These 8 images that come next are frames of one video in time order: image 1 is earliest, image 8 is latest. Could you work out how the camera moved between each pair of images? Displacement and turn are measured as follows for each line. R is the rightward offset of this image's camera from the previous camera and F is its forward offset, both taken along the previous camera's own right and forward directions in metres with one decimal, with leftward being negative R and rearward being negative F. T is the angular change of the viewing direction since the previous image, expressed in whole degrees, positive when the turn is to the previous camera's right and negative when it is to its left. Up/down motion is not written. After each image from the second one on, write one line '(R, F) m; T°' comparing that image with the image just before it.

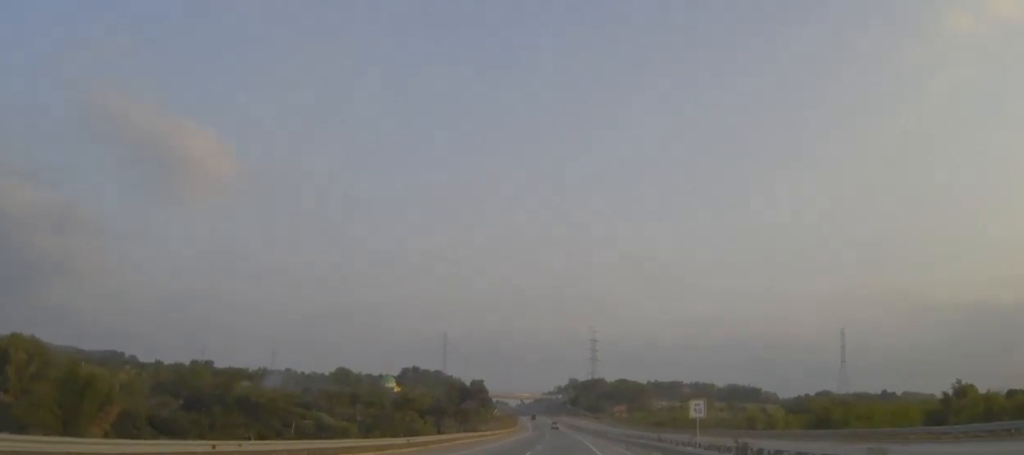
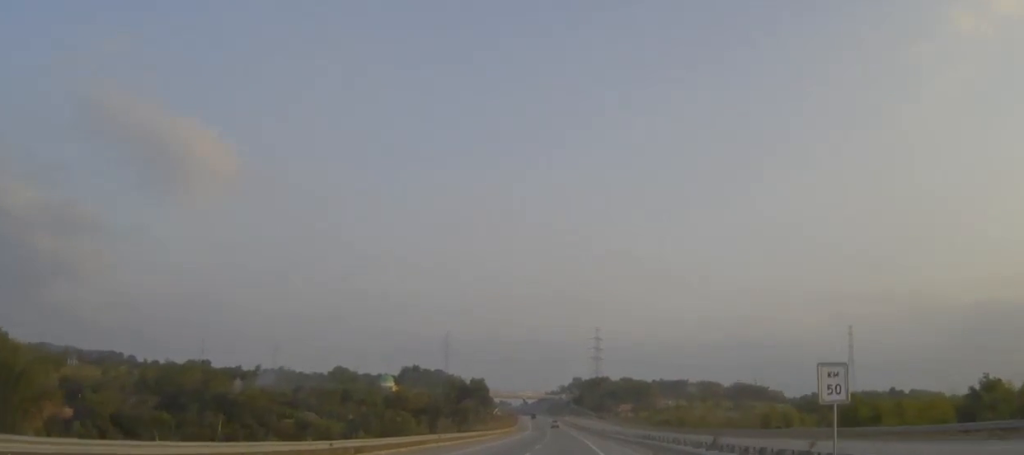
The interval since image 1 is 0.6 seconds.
(0.0, +14.3) m; 0°
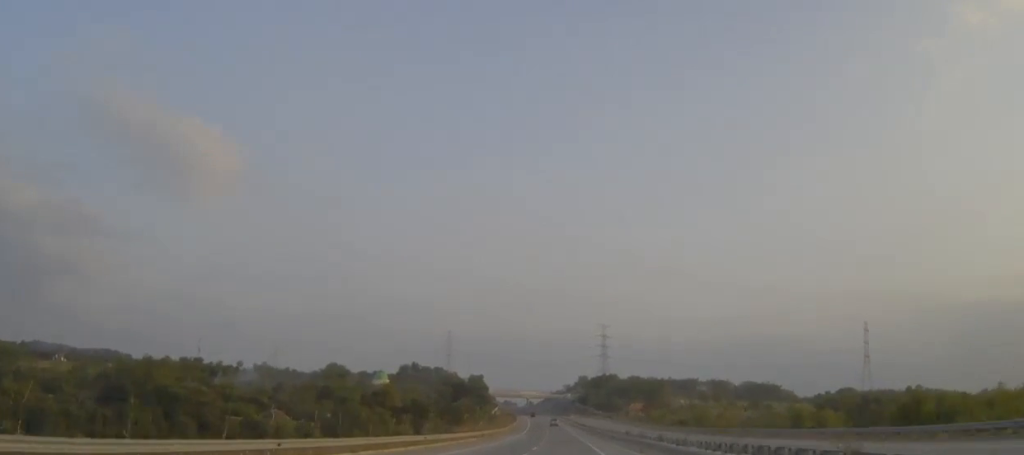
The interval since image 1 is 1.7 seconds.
(-0.2, +29.6) m; 0°
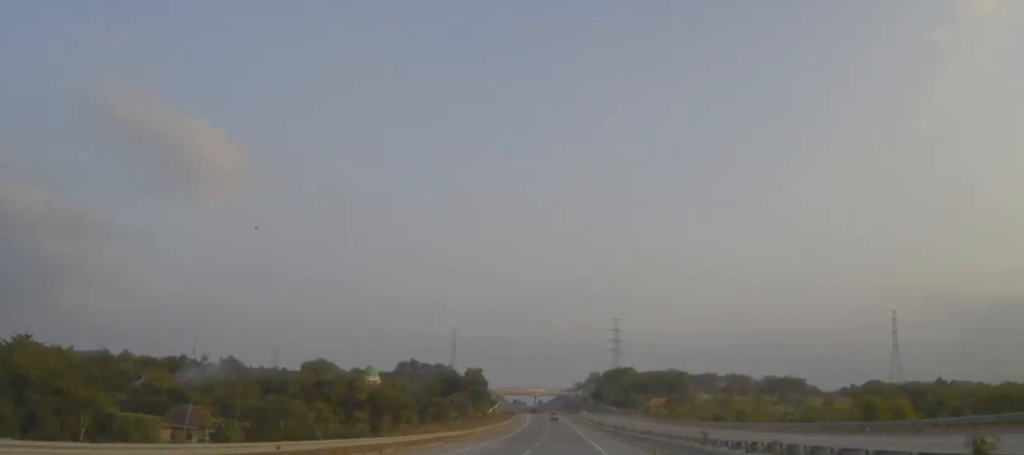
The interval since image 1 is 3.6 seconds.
(-0.3, +49.1) m; -1°
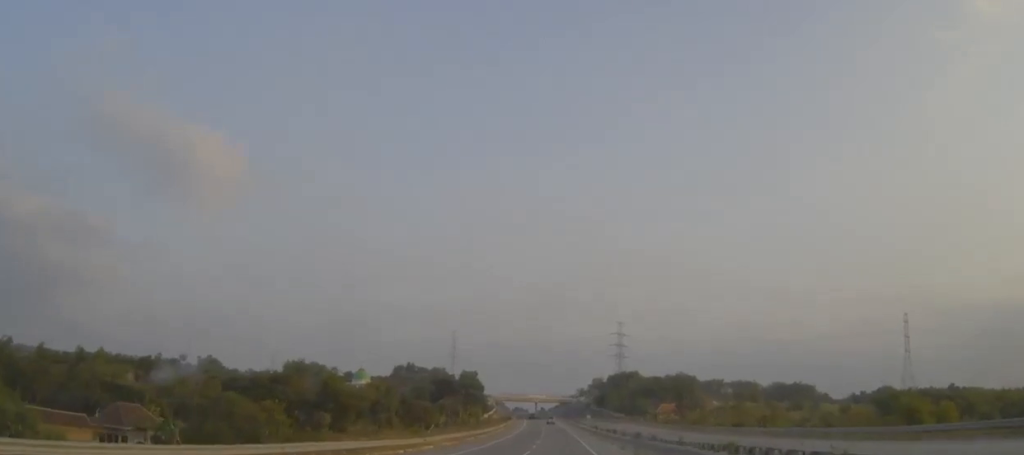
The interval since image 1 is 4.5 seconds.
(0.0, +22.8) m; 0°
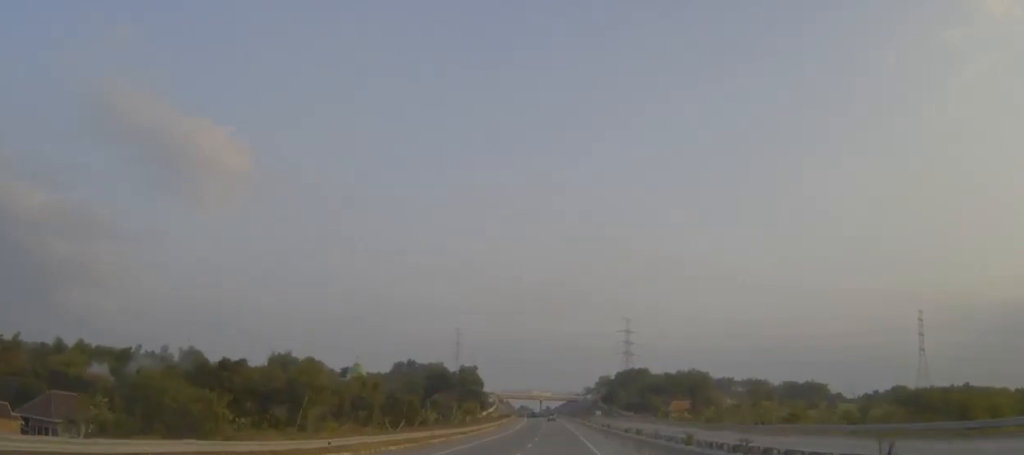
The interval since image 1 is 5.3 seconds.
(-0.2, +20.1) m; -1°
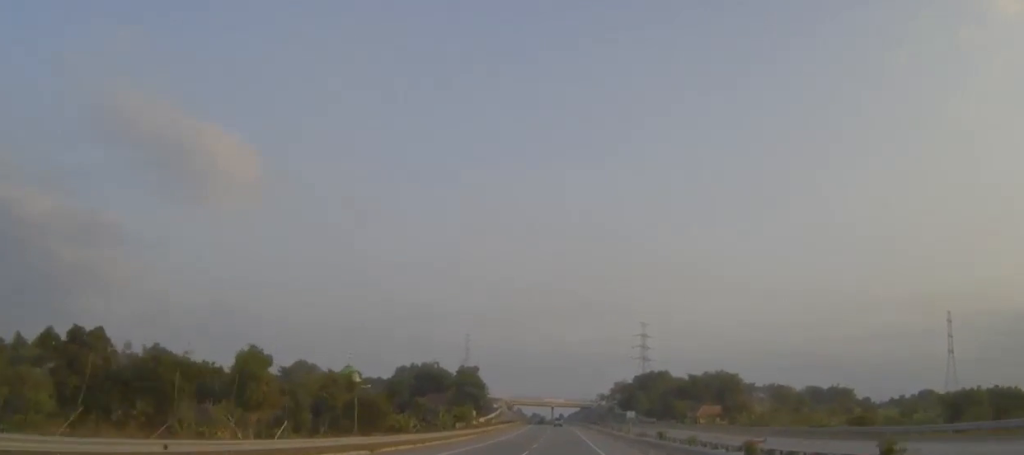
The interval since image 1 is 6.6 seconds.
(-0.2, +35.9) m; 0°
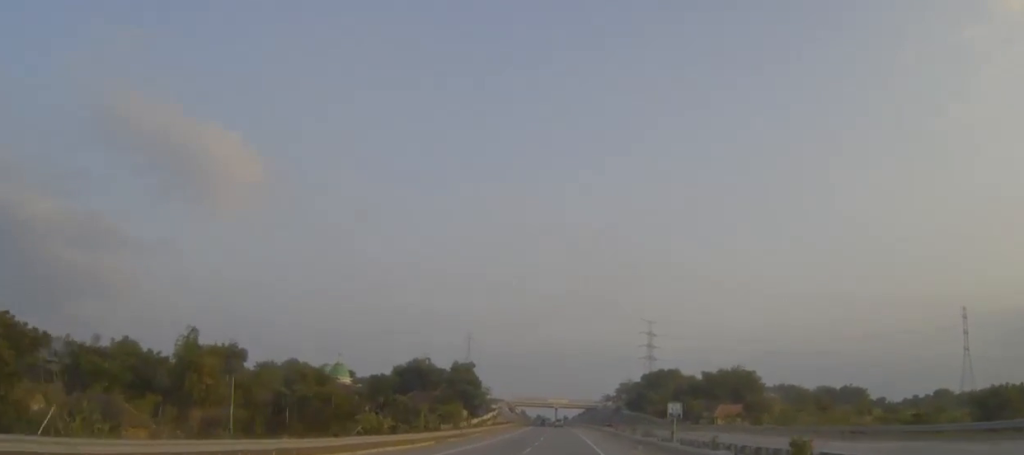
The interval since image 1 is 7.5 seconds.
(0.0, +22.7) m; -1°
